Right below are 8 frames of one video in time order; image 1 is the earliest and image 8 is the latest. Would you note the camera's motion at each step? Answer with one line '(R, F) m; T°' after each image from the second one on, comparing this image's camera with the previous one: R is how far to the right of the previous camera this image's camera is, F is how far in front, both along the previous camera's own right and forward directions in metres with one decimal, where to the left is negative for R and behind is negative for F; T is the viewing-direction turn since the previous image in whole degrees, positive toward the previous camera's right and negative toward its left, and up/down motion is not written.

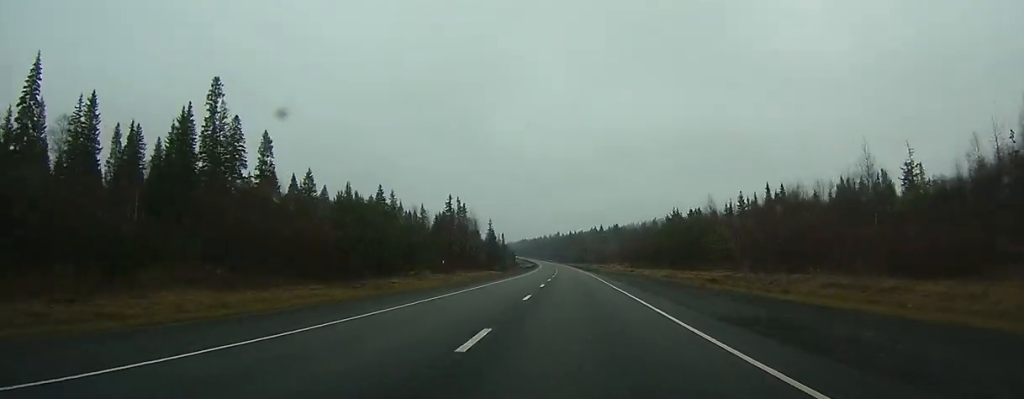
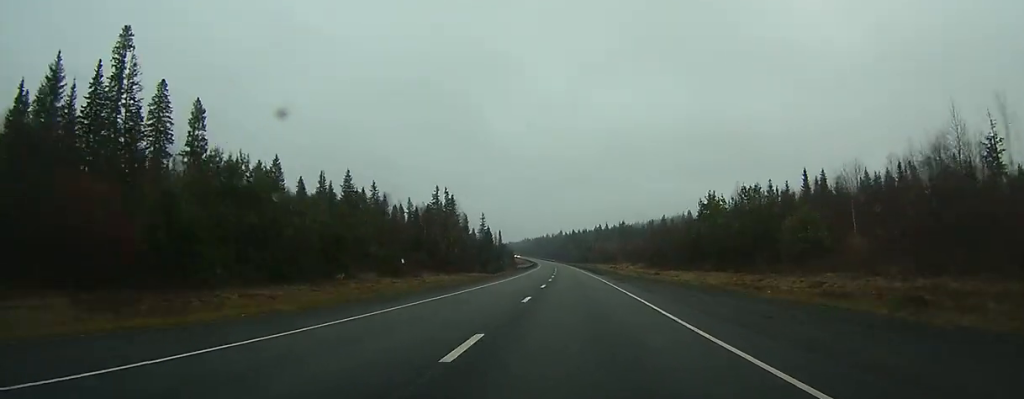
(0.0, +23.5) m; 0°
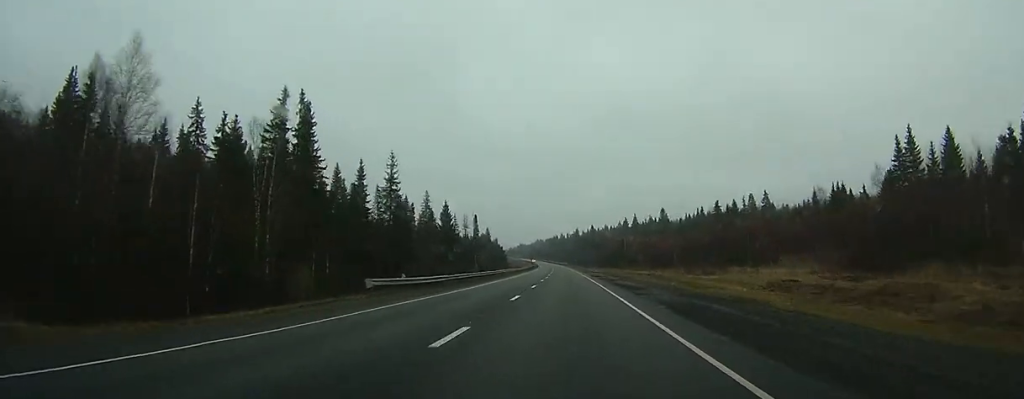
(-1.5, +105.4) m; -1°
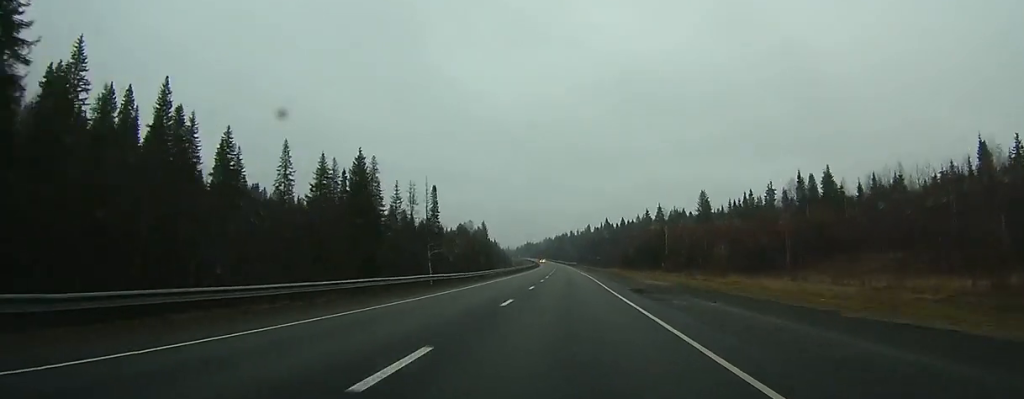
(-0.6, +65.8) m; -1°
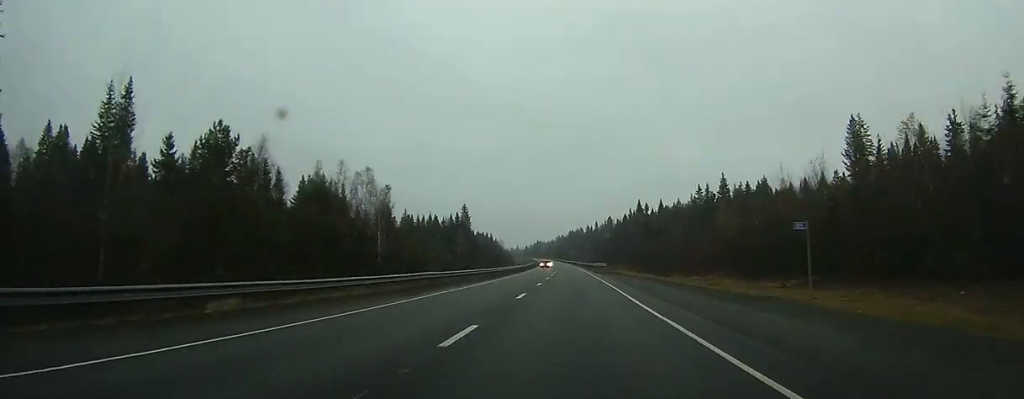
(-1.4, +103.4) m; -1°
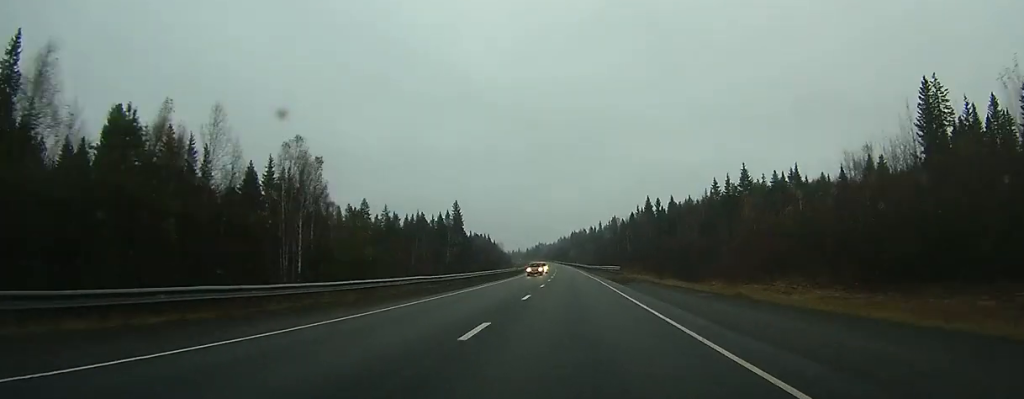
(-0.1, +22.0) m; 0°
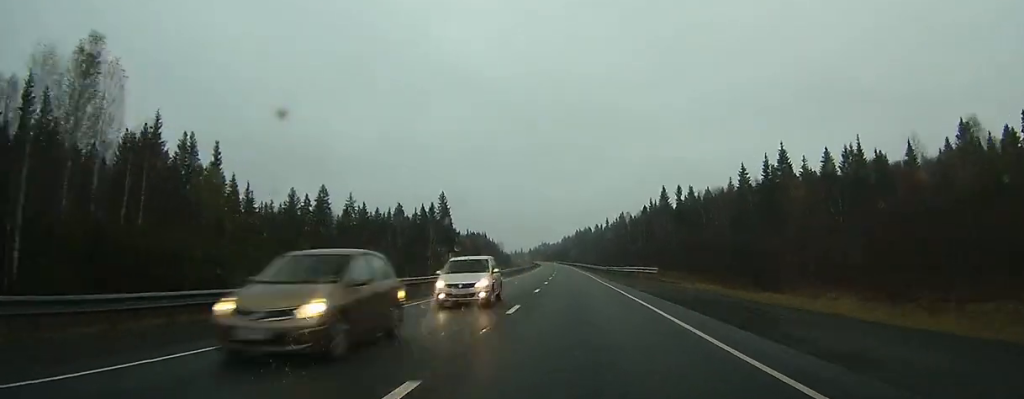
(0.0, +29.3) m; 0°
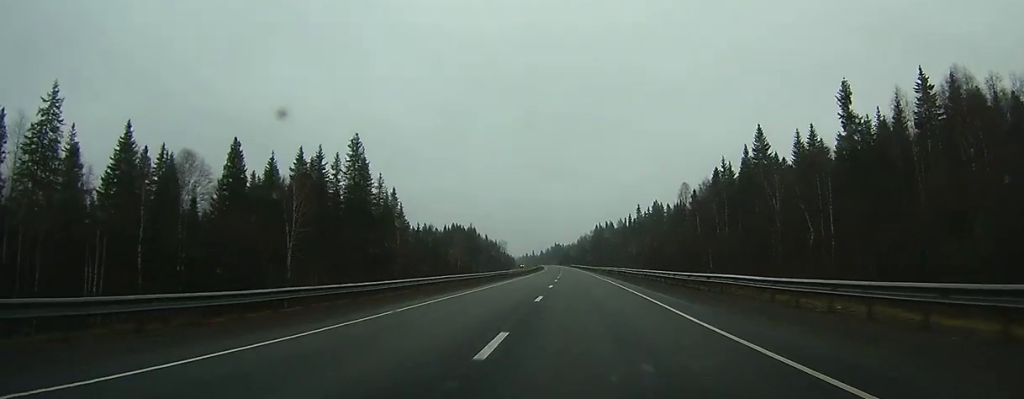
(-1.2, +95.2) m; -2°
